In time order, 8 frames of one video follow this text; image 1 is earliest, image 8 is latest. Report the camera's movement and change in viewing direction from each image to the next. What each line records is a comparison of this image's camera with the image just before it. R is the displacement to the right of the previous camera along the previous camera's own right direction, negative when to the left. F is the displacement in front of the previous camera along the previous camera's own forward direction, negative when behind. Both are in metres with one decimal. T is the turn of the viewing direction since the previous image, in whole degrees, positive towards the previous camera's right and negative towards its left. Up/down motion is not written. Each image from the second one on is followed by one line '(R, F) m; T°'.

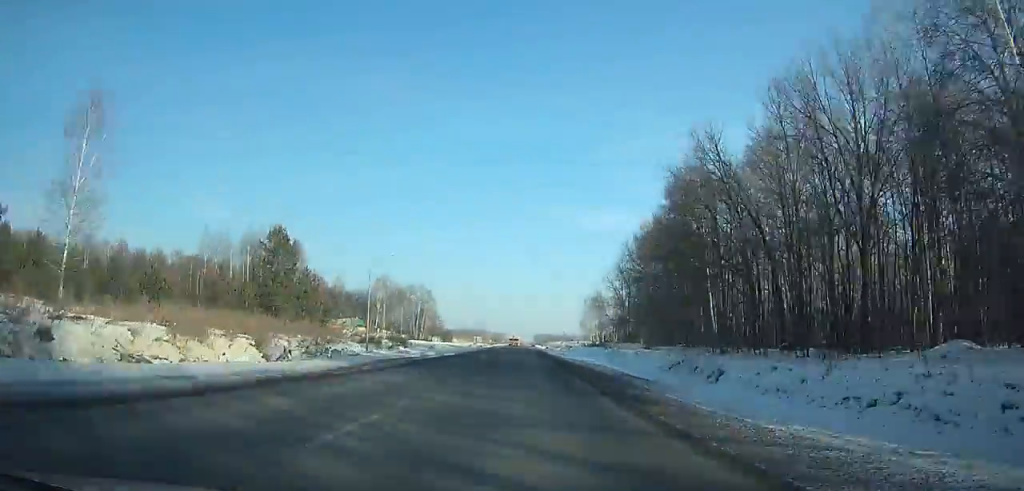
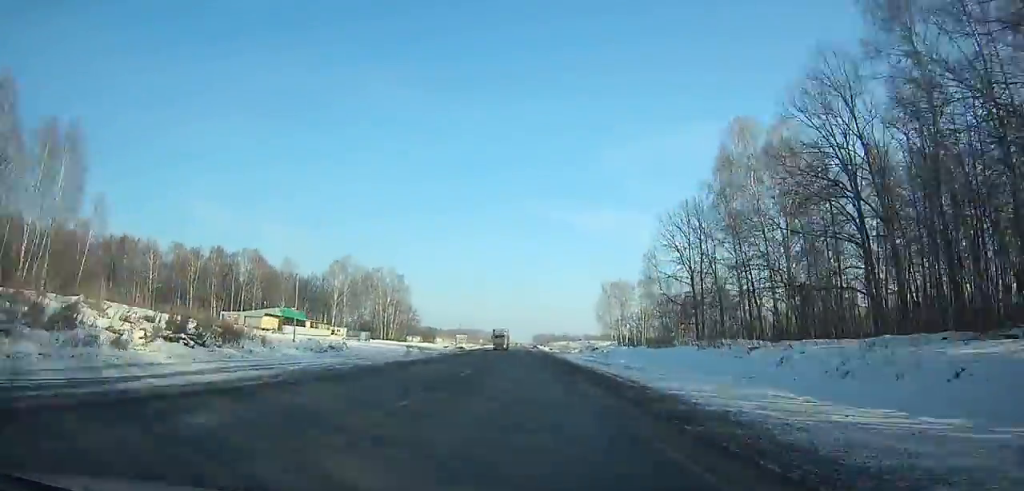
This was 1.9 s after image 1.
(0.0, +56.6) m; 0°
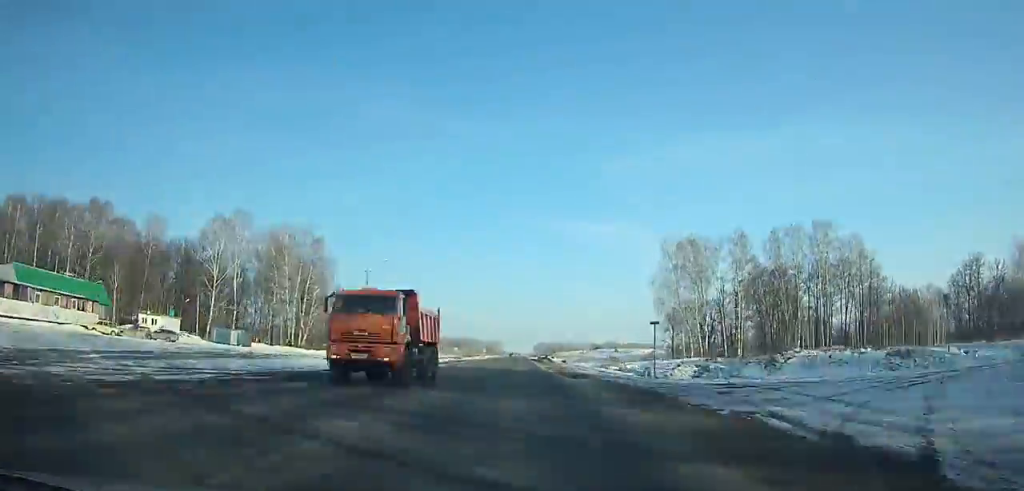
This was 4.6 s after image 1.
(-0.1, +79.2) m; 0°
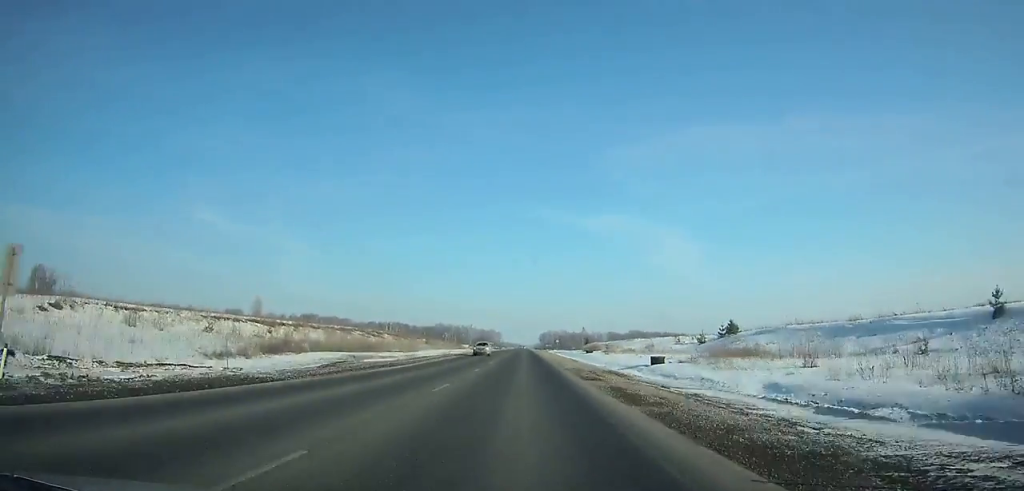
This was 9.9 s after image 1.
(+0.2, +155.4) m; 0°
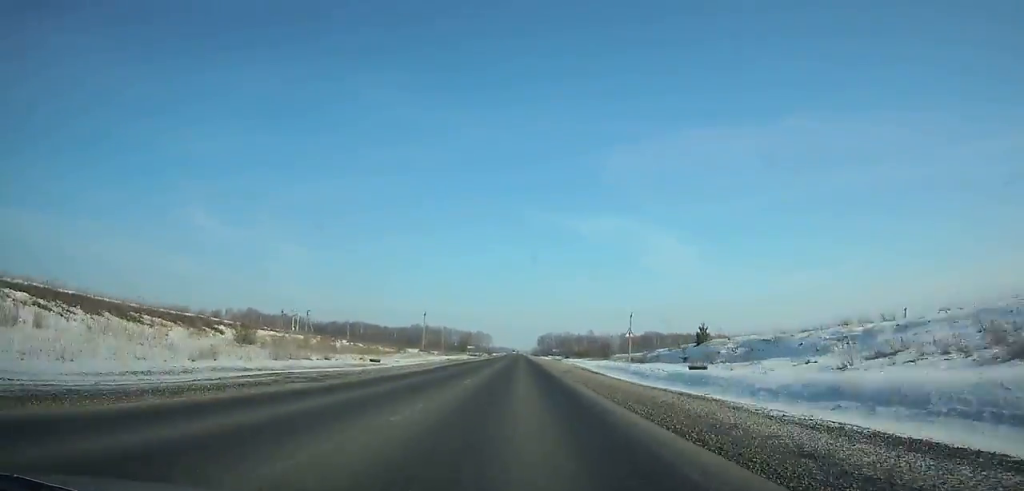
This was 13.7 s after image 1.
(+0.1, +113.4) m; 0°
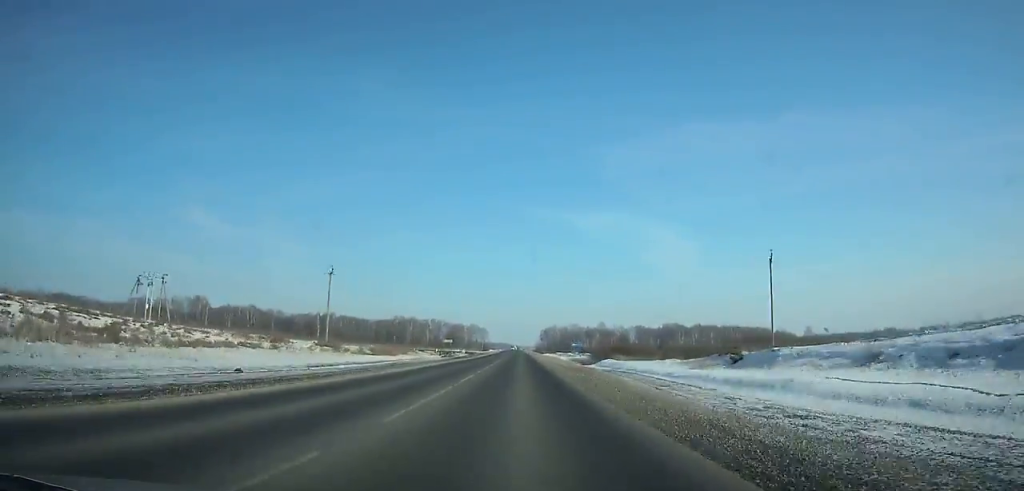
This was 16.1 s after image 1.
(0.0, +72.4) m; 0°
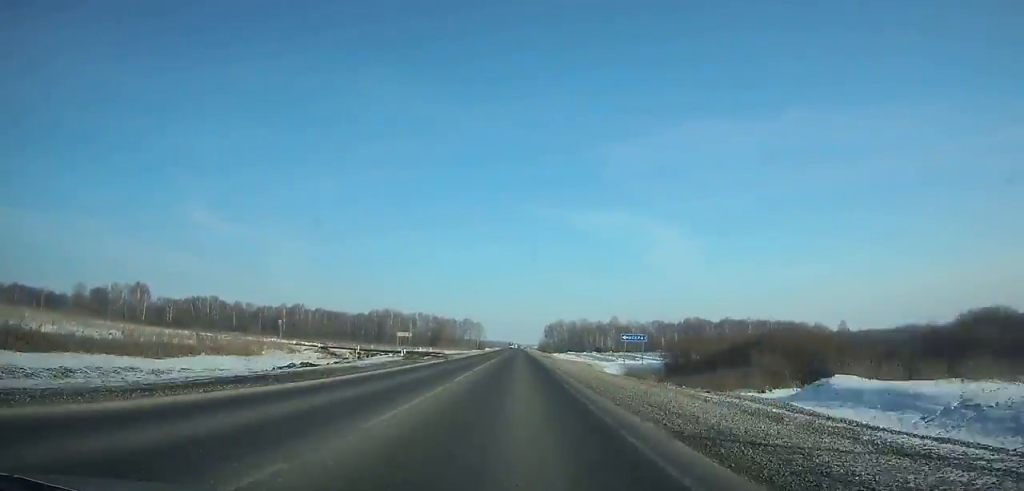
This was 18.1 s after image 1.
(-0.1, +60.8) m; 0°
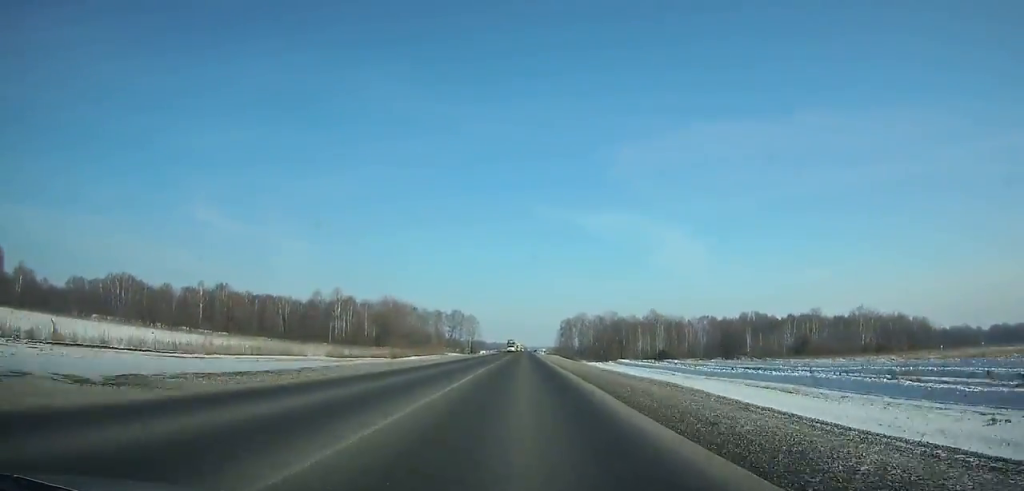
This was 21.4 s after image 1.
(-0.5, +100.3) m; 0°
